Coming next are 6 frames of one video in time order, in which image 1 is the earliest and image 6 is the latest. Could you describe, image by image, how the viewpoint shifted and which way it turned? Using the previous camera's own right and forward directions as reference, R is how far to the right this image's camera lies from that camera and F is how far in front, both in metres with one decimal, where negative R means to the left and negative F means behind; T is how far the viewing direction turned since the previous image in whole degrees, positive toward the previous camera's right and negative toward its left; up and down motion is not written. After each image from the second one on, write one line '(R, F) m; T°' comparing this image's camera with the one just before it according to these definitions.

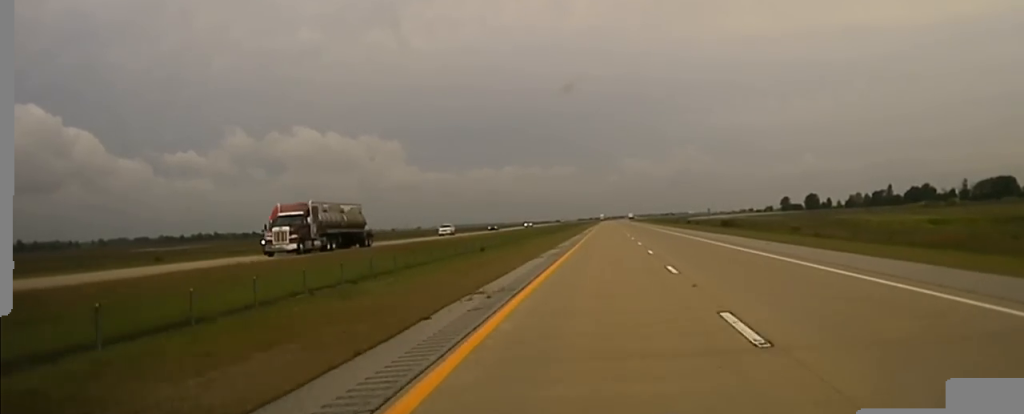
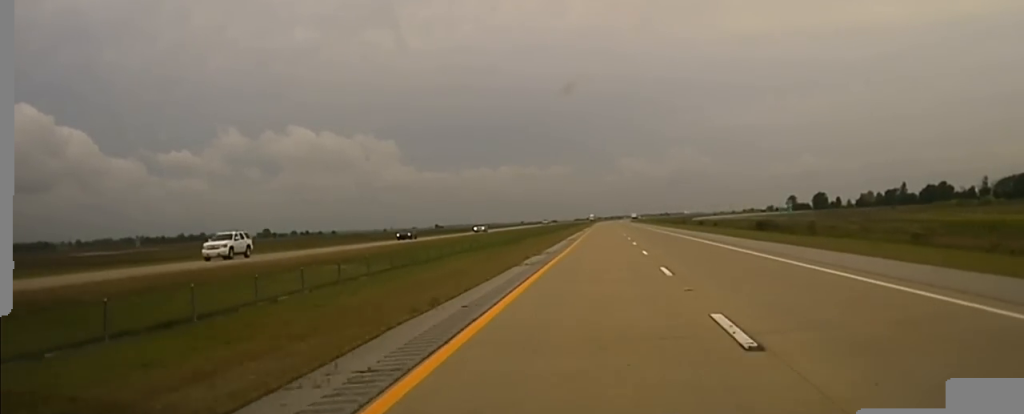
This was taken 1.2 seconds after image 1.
(0.0, +49.5) m; 0°
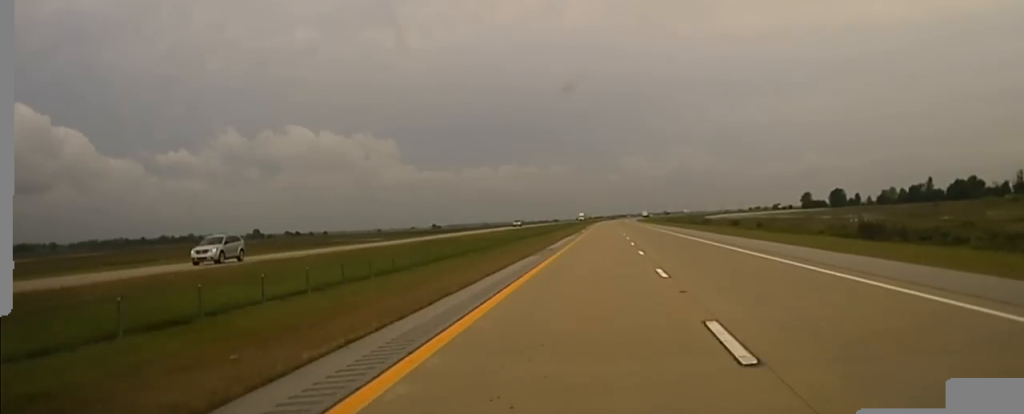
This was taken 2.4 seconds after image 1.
(+0.1, +58.6) m; 0°
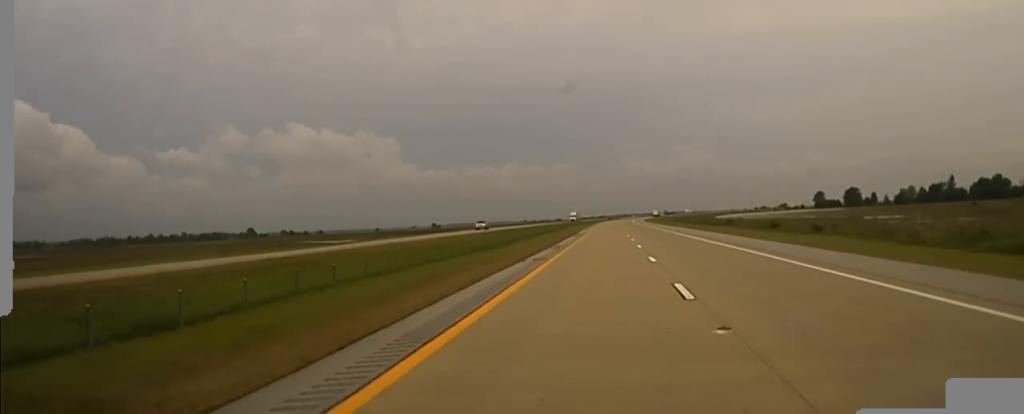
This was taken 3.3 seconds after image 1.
(+0.1, +50.2) m; 0°
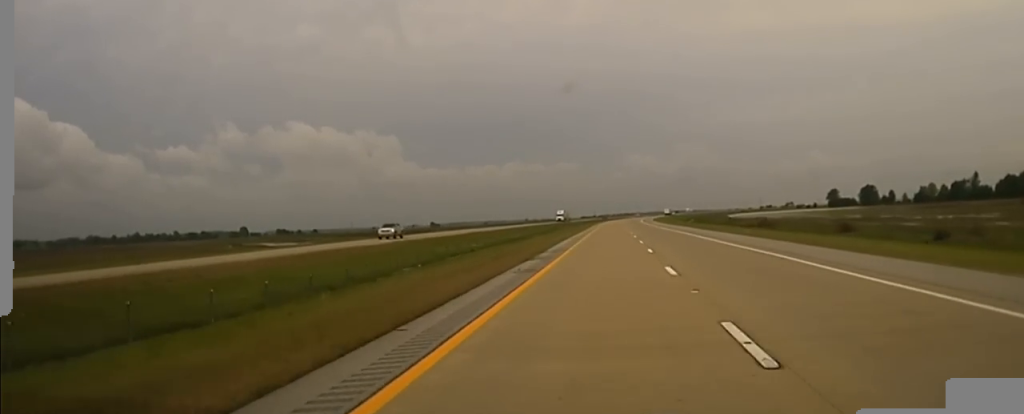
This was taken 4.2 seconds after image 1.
(+0.1, +49.8) m; 0°
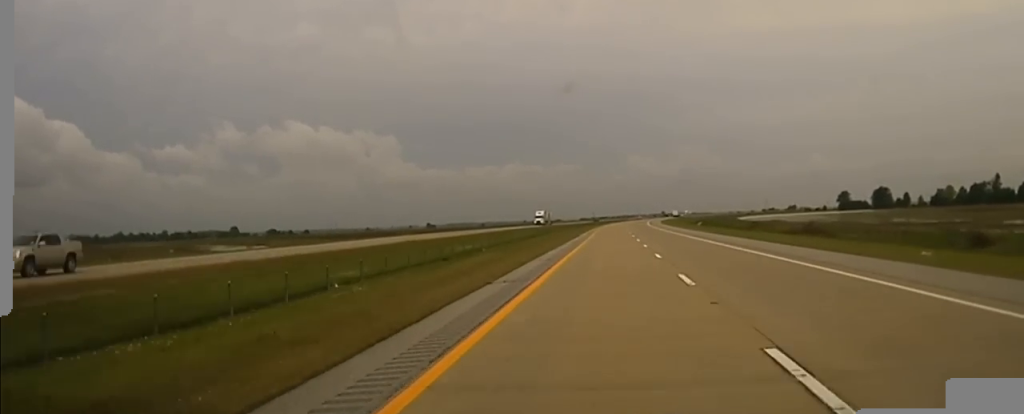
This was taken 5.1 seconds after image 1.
(0.0, +42.3) m; 0°
